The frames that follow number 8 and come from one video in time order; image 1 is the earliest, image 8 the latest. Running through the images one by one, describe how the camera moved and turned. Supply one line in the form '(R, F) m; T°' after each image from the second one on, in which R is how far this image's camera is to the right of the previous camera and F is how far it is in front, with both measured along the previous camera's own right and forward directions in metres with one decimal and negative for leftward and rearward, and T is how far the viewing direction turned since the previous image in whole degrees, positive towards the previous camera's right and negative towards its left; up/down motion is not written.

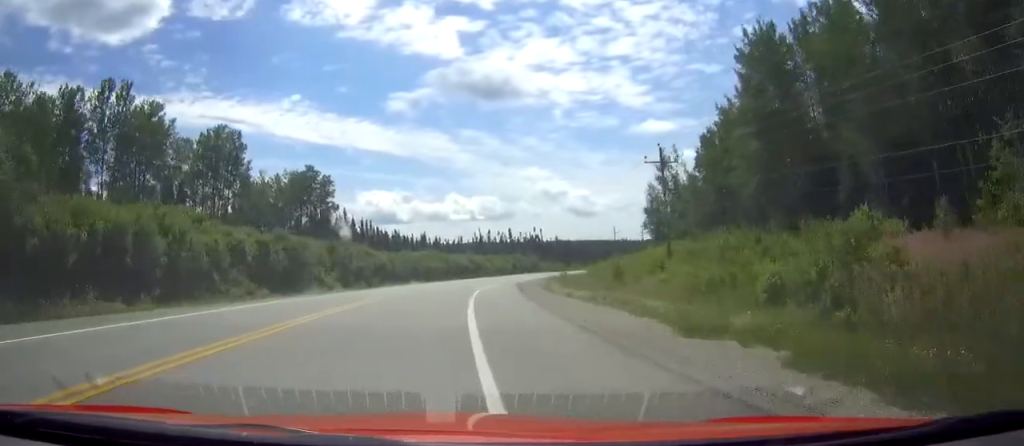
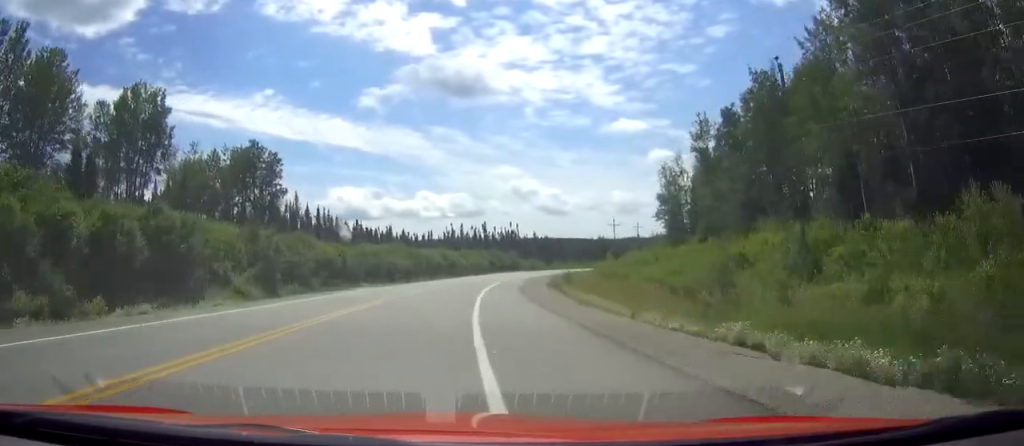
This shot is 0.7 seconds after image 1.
(+0.6, +21.9) m; +3°
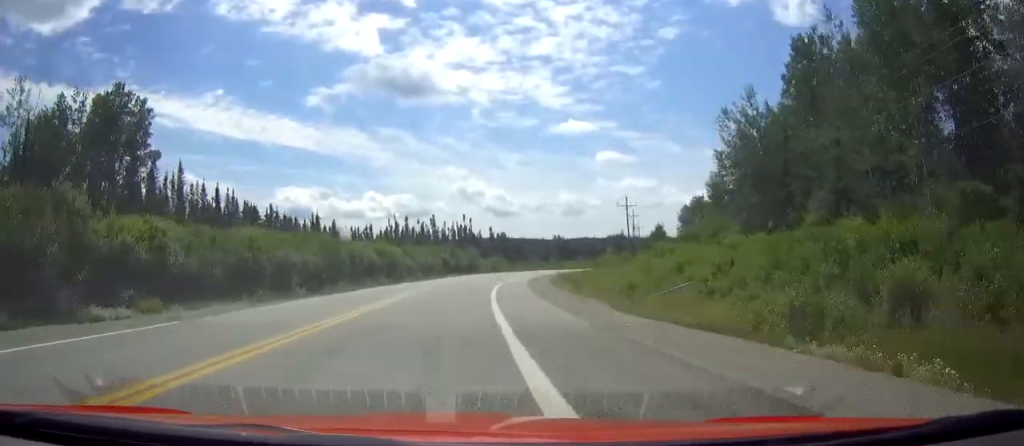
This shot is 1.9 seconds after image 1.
(+1.8, +36.4) m; +5°
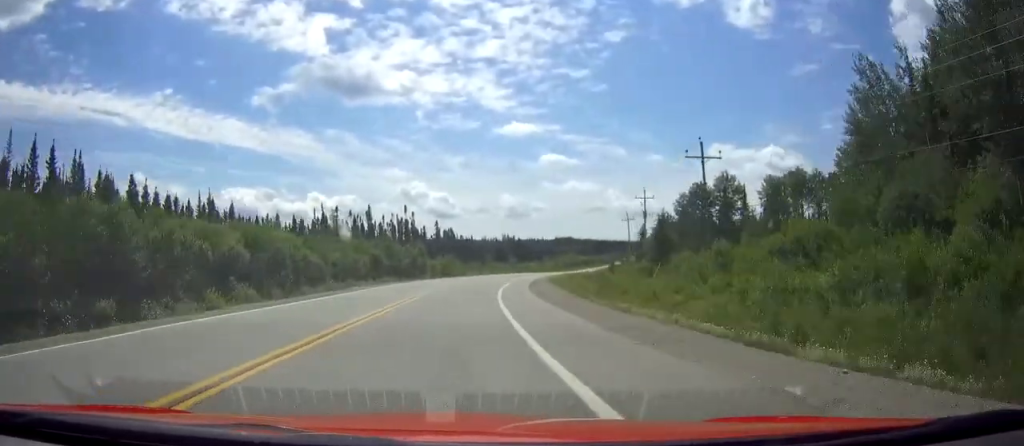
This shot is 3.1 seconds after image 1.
(+1.0, +37.5) m; +5°
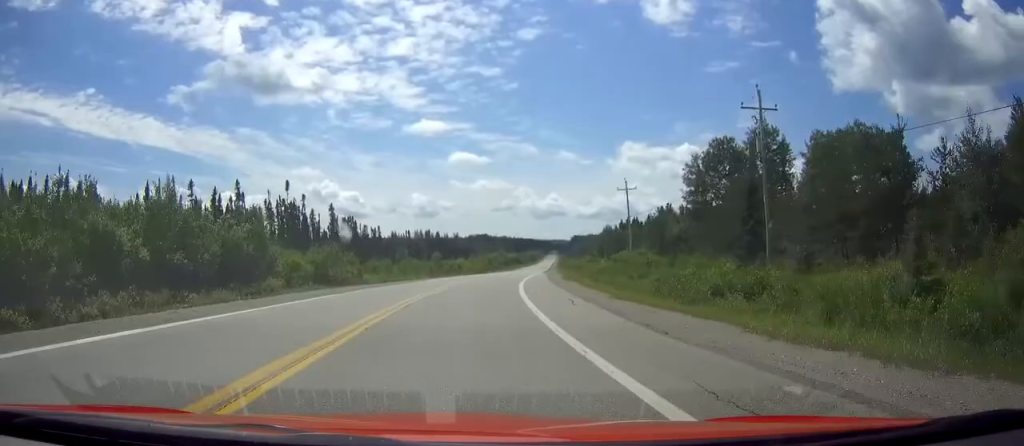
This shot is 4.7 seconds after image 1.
(+4.2, +51.0) m; +7°
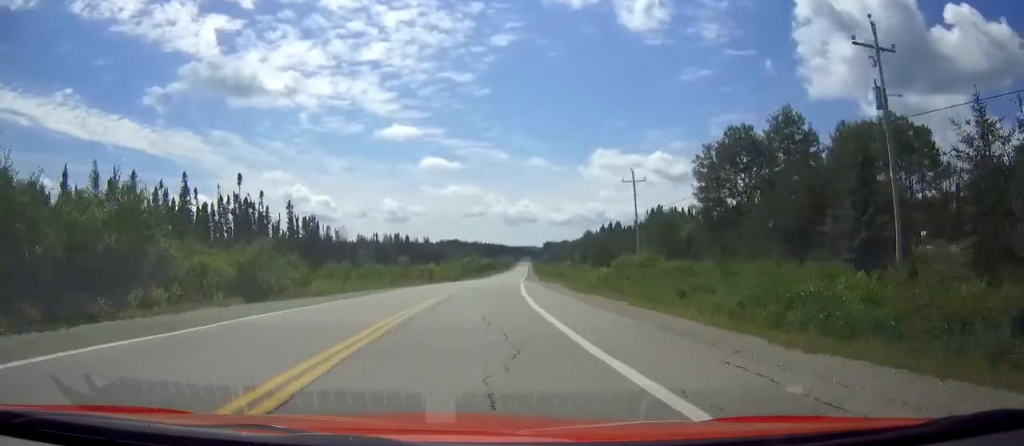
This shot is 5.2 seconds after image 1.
(0.0, +14.7) m; 0°
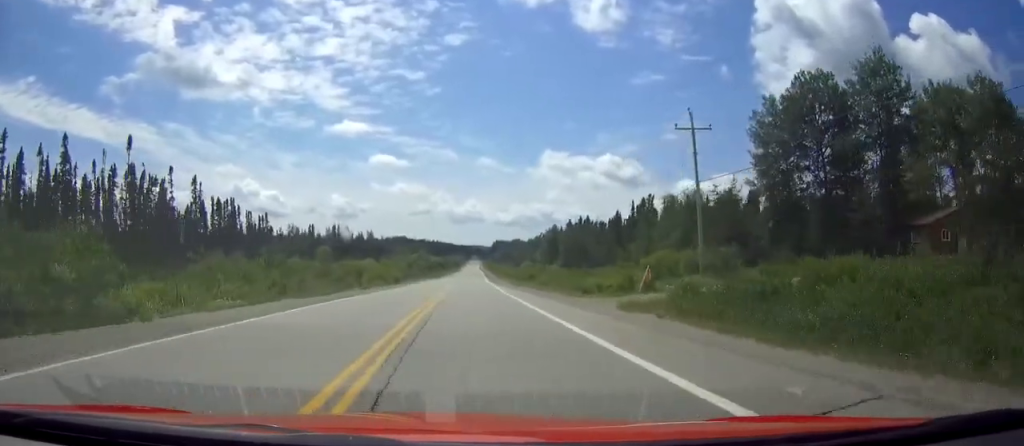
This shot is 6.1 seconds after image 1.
(0.0, +28.4) m; +3°
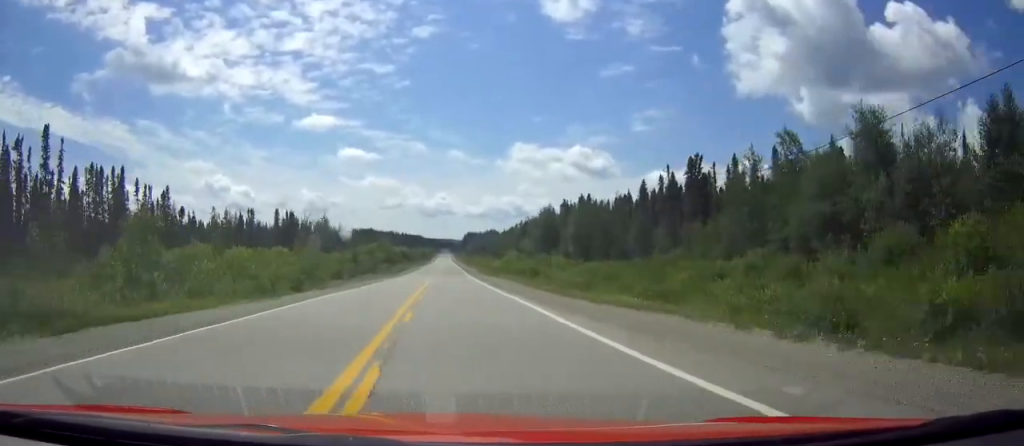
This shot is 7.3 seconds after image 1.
(+2.5, +37.8) m; +6°
